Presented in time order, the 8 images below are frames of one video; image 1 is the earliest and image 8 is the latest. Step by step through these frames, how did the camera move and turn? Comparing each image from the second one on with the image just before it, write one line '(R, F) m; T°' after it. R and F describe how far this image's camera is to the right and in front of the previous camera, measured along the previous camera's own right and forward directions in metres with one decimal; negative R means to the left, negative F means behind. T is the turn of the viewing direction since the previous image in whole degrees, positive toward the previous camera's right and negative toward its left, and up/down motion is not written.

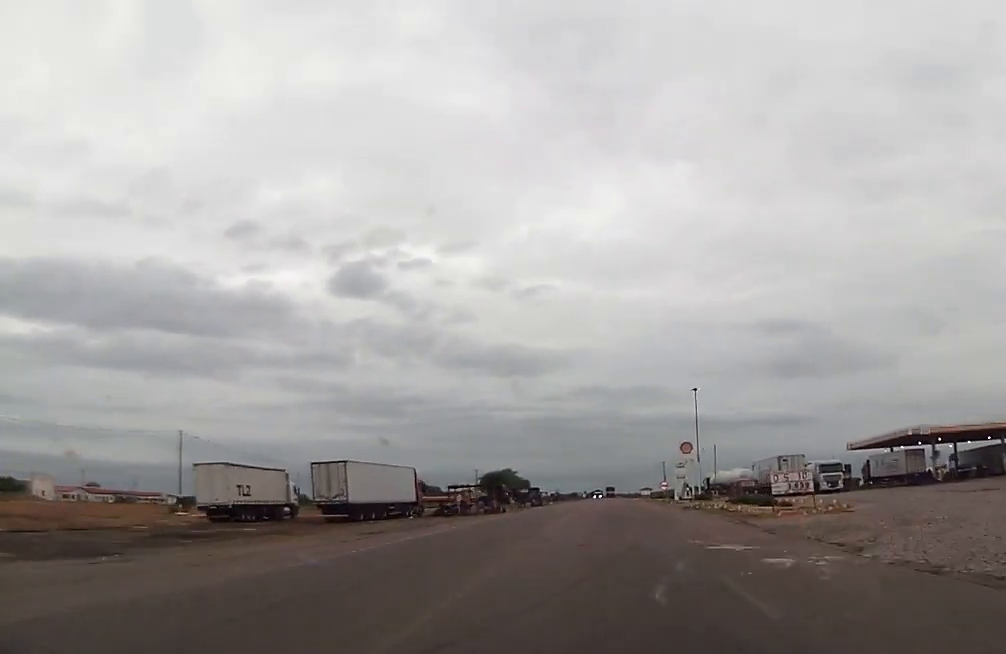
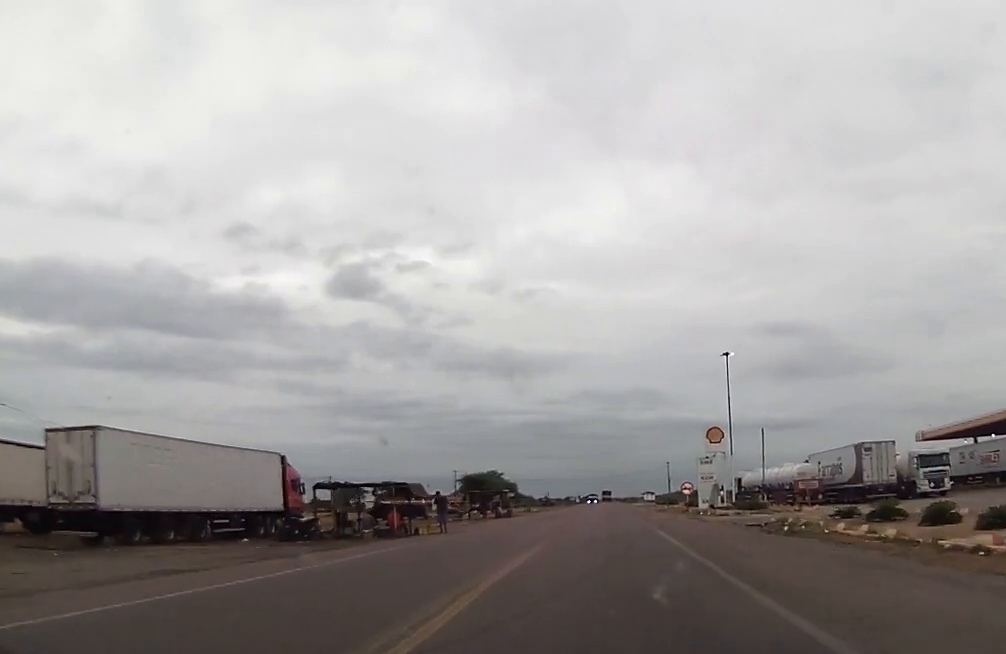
(+0.1, +27.4) m; +1°
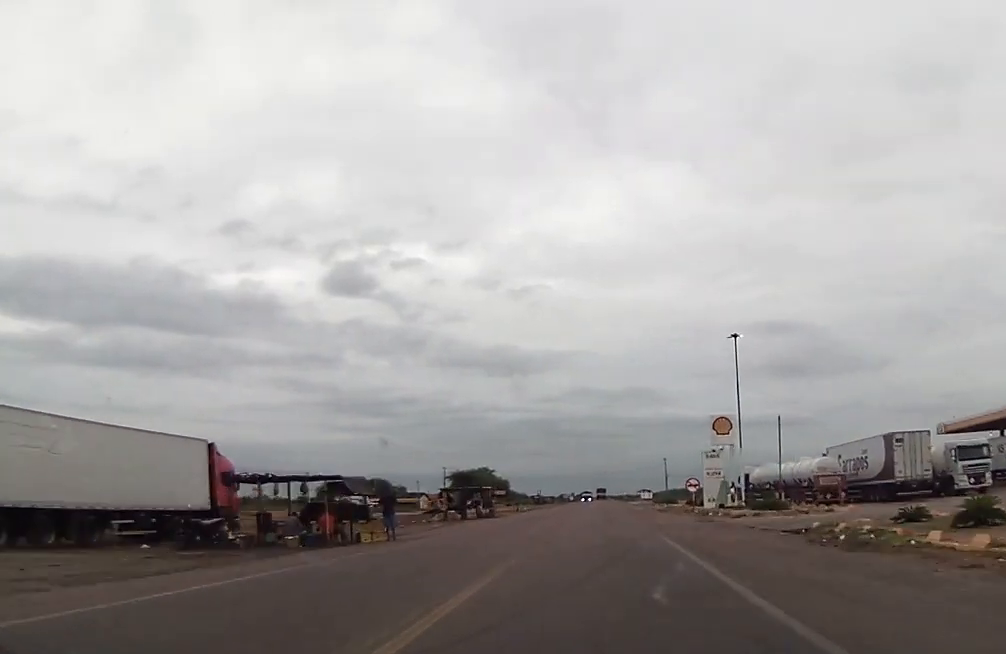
(0.0, +7.5) m; 0°
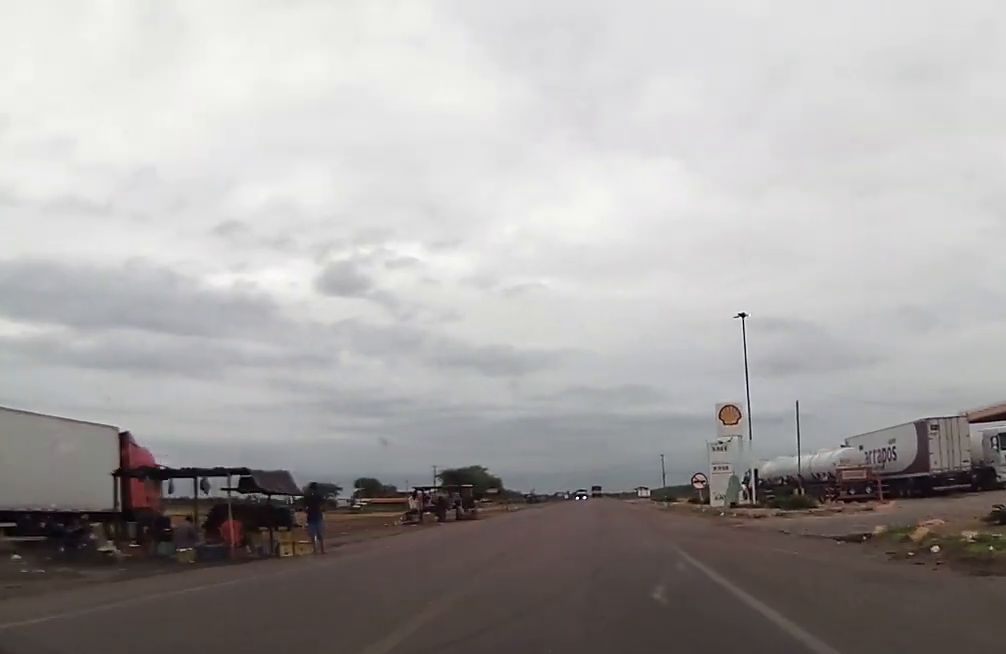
(0.0, +6.5) m; 0°
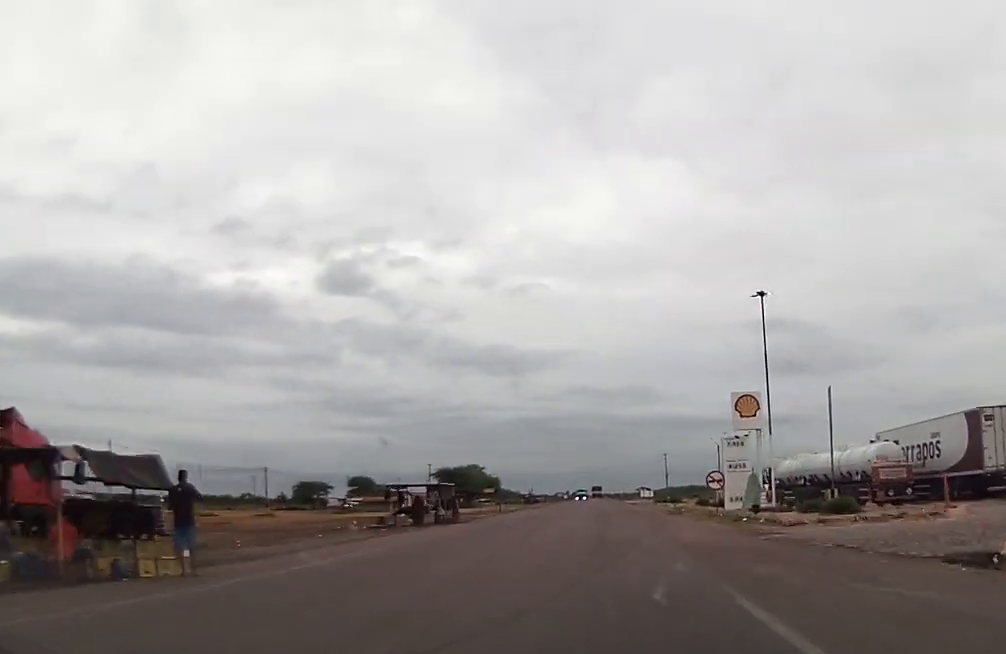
(0.0, +6.6) m; 0°
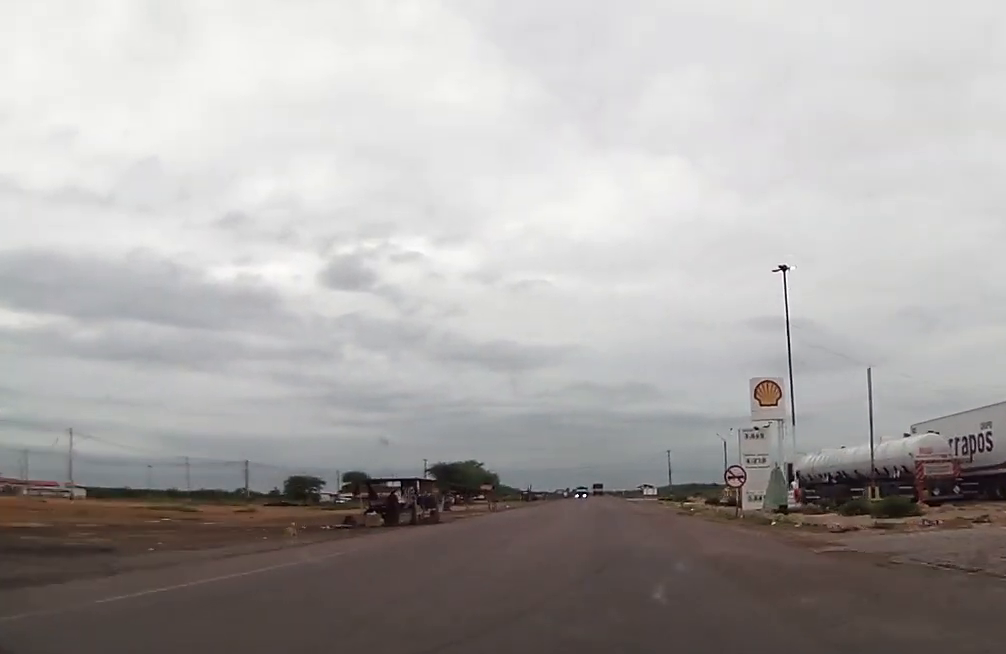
(-0.1, +6.0) m; 0°
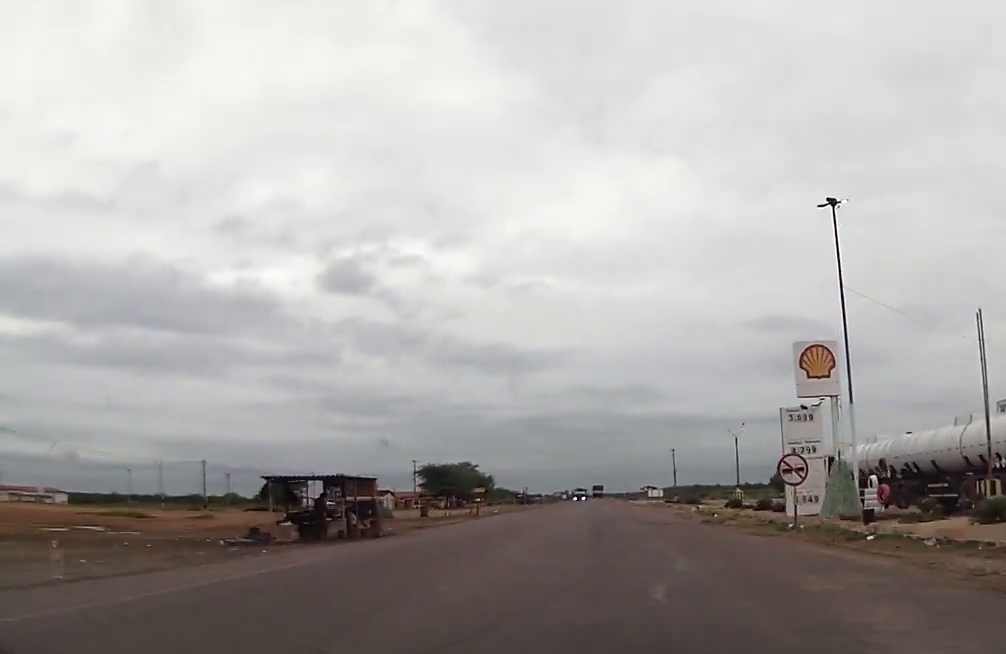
(-0.1, +10.9) m; +1°
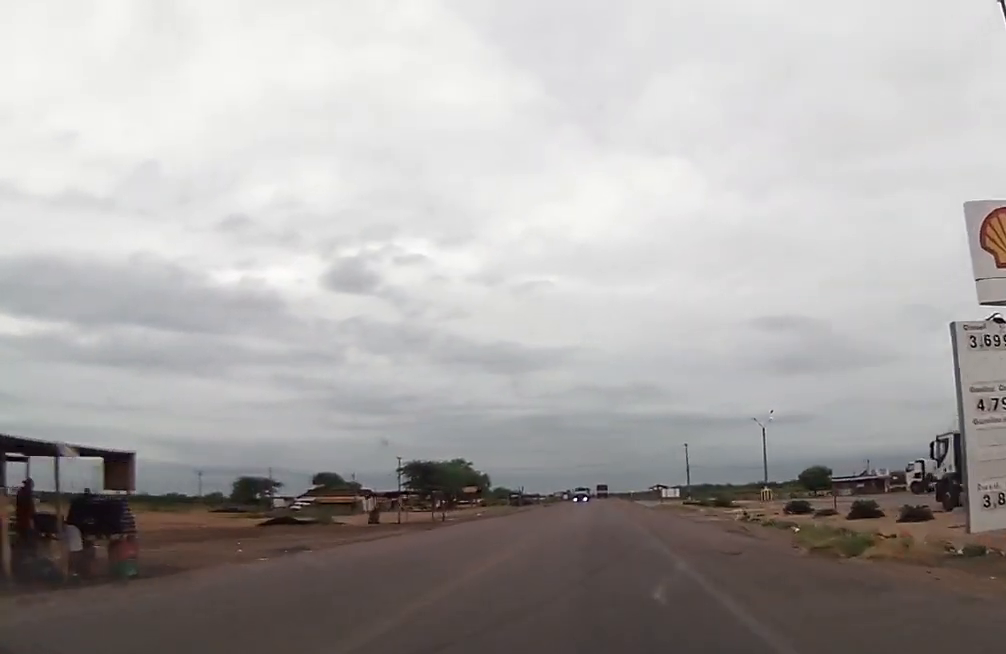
(+0.1, +17.4) m; -1°
